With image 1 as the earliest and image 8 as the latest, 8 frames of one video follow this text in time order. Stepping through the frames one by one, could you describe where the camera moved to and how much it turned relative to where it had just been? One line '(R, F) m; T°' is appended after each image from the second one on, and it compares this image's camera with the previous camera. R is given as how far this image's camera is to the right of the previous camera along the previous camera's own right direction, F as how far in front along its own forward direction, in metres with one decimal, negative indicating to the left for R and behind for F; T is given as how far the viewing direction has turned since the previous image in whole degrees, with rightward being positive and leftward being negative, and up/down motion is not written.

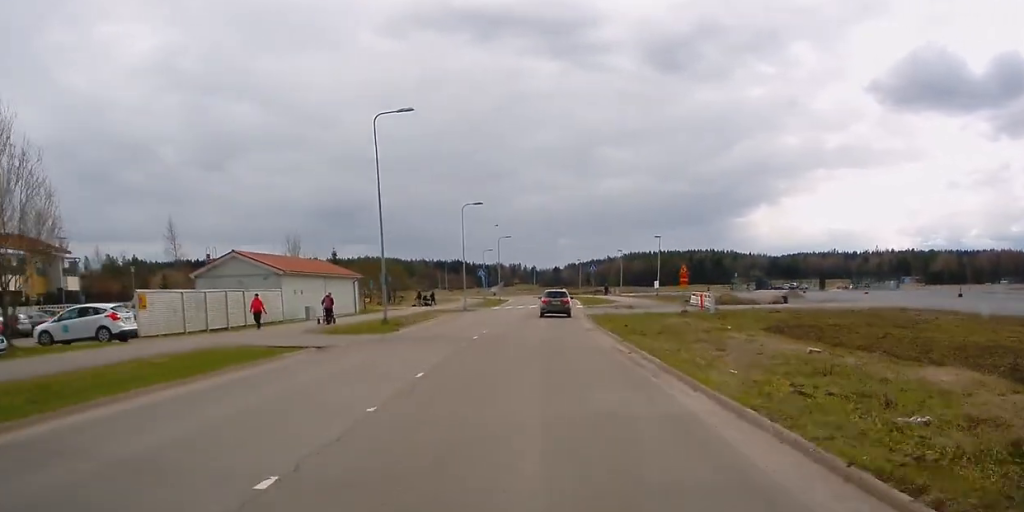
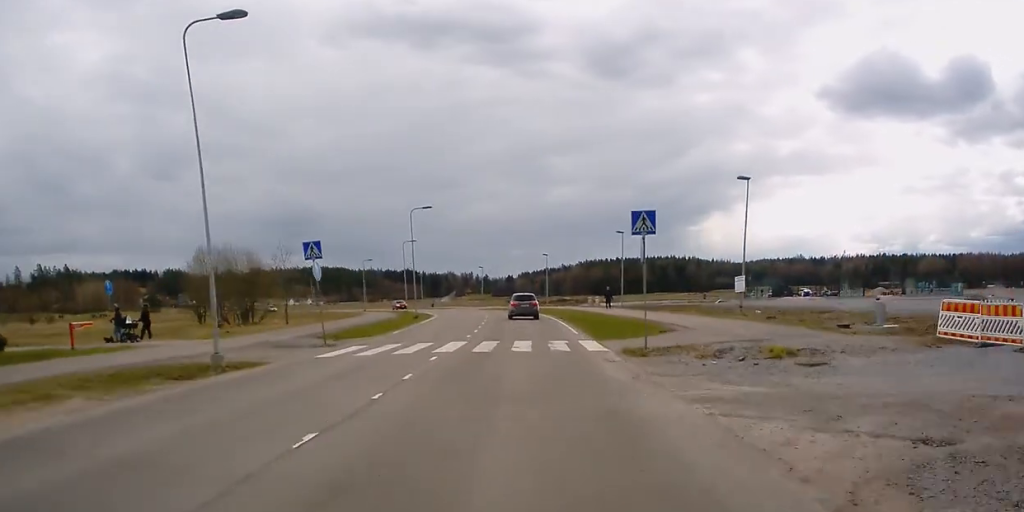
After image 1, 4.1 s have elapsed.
(+1.5, +46.6) m; +3°
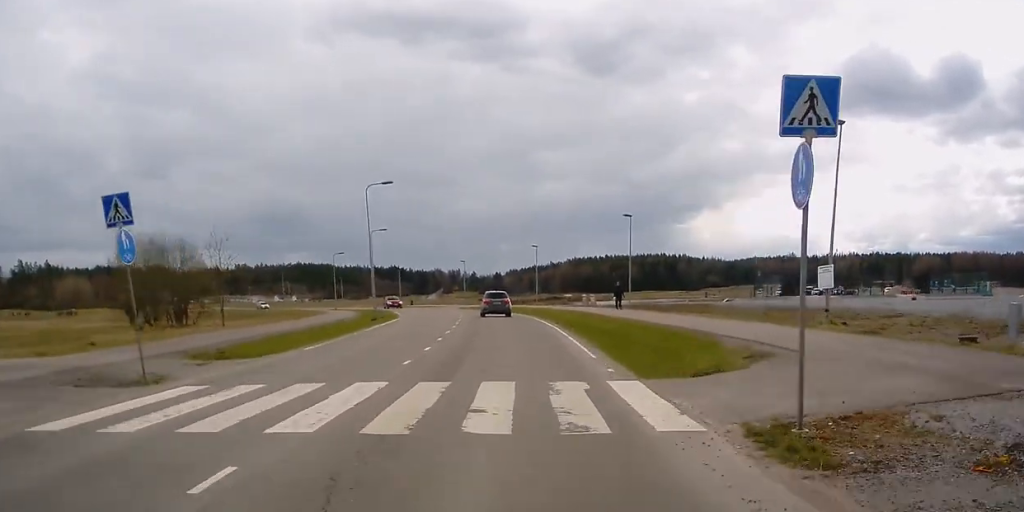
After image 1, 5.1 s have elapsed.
(+0.2, +12.4) m; 0°
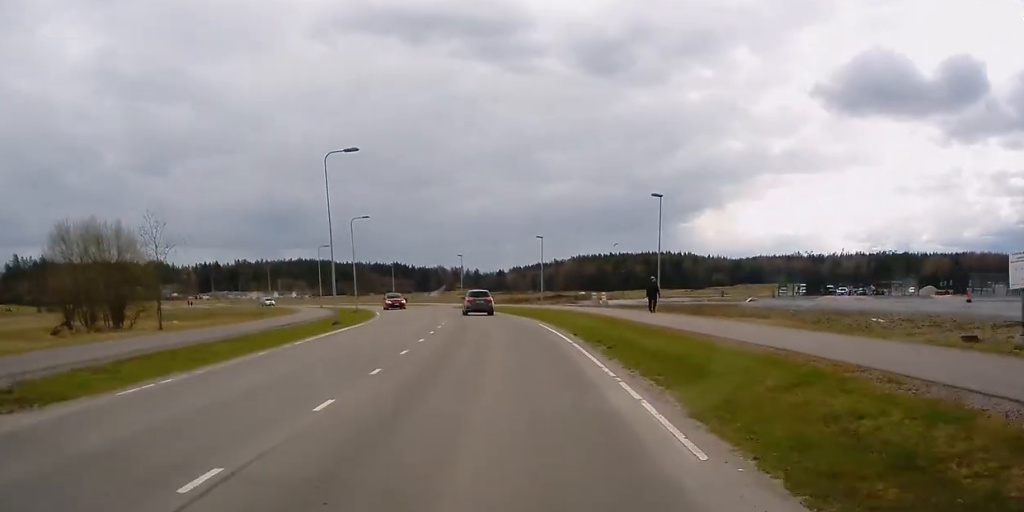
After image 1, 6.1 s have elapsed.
(-0.2, +10.9) m; -1°
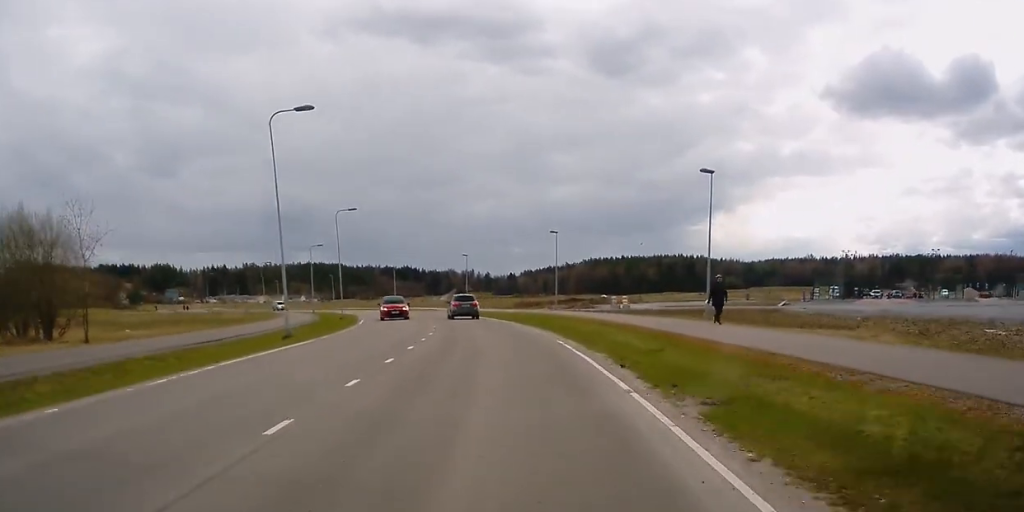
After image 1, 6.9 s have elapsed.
(-0.1, +10.0) m; -1°
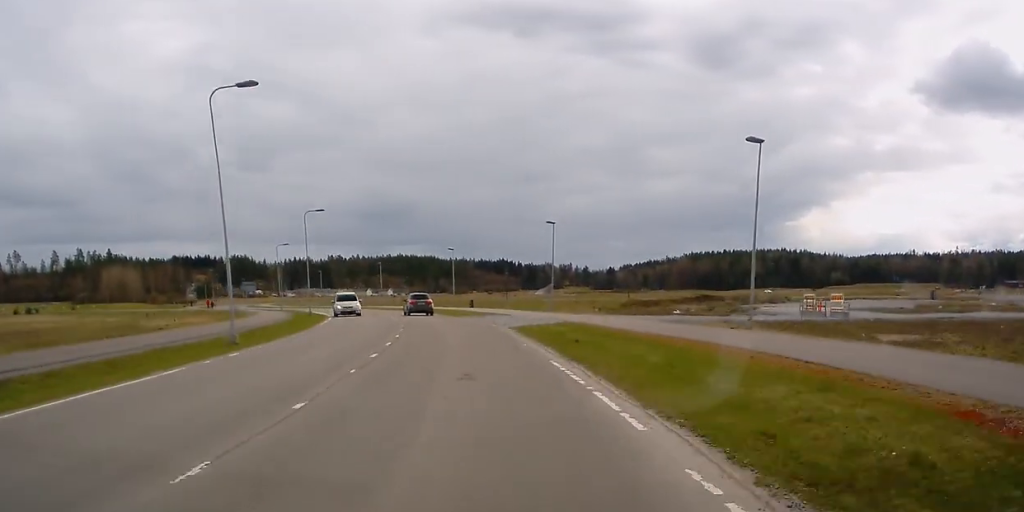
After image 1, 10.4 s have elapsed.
(-1.9, +40.5) m; -7°
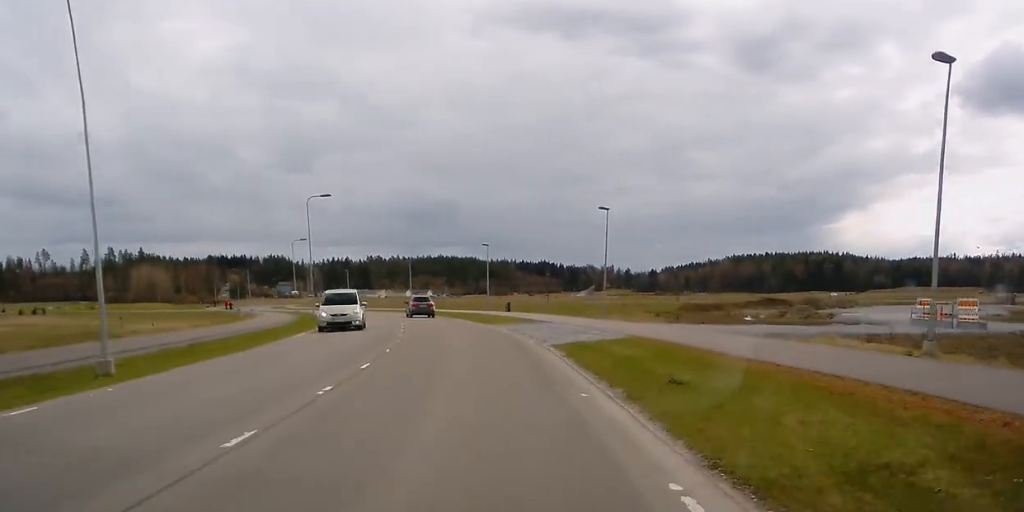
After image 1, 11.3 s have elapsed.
(0.0, +11.1) m; -3°
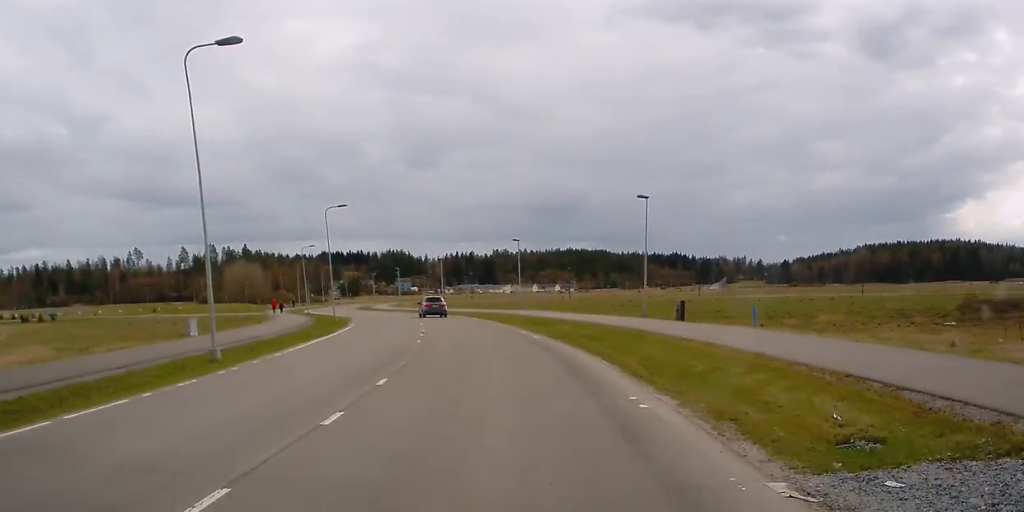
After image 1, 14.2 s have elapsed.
(-2.9, +36.1) m; -8°
